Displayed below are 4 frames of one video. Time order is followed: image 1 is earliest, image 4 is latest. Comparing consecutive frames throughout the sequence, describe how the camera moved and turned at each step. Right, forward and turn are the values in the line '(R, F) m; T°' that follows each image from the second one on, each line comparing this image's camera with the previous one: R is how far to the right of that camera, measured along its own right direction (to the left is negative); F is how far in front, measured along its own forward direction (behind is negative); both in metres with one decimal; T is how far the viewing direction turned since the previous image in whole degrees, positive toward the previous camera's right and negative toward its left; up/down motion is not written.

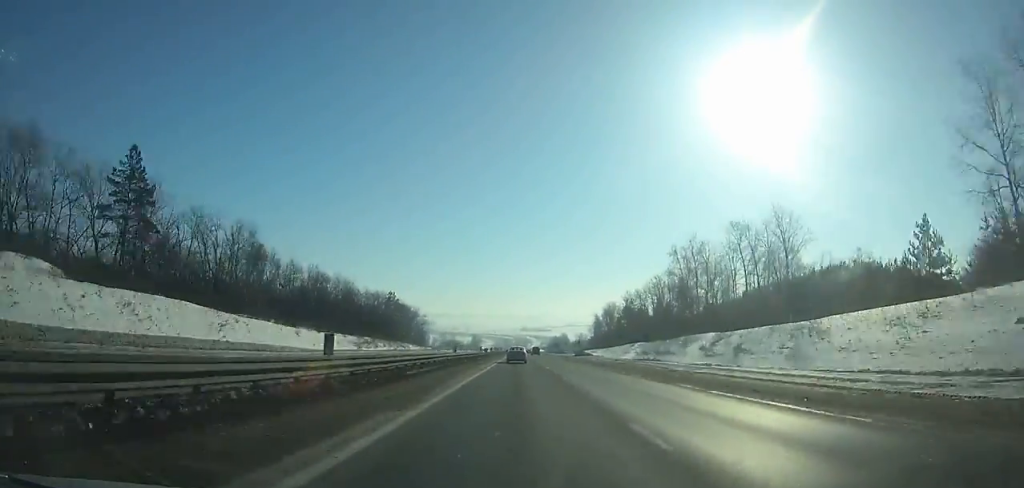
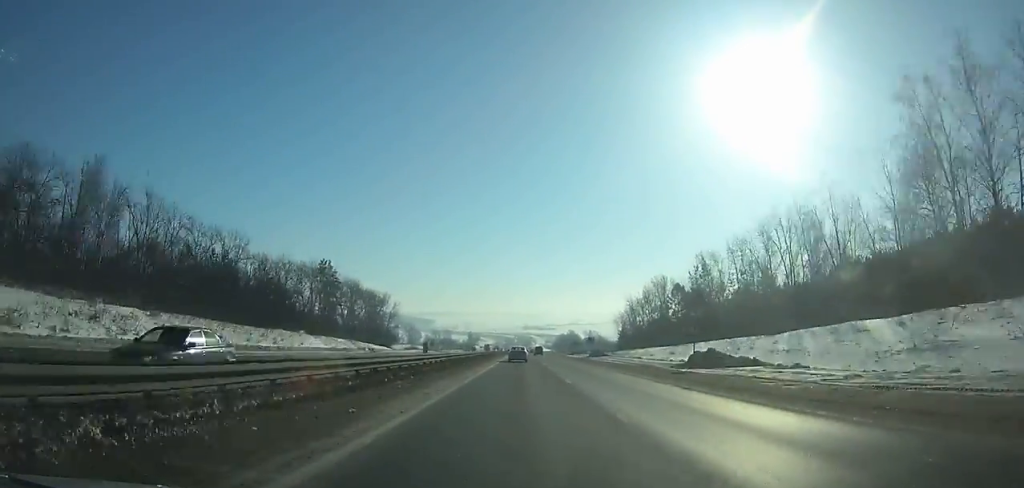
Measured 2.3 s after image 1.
(+0.1, +70.3) m; 0°
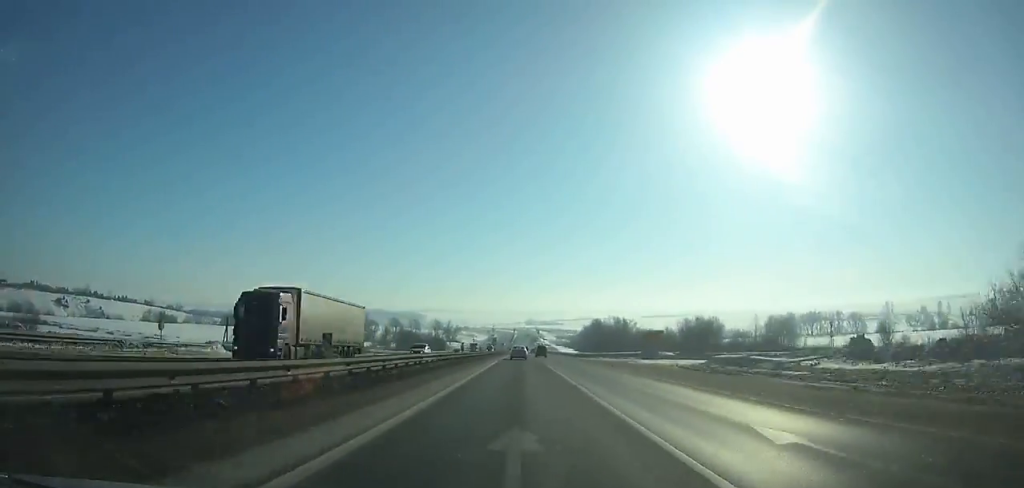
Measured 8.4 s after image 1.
(-0.6, +184.9) m; 0°
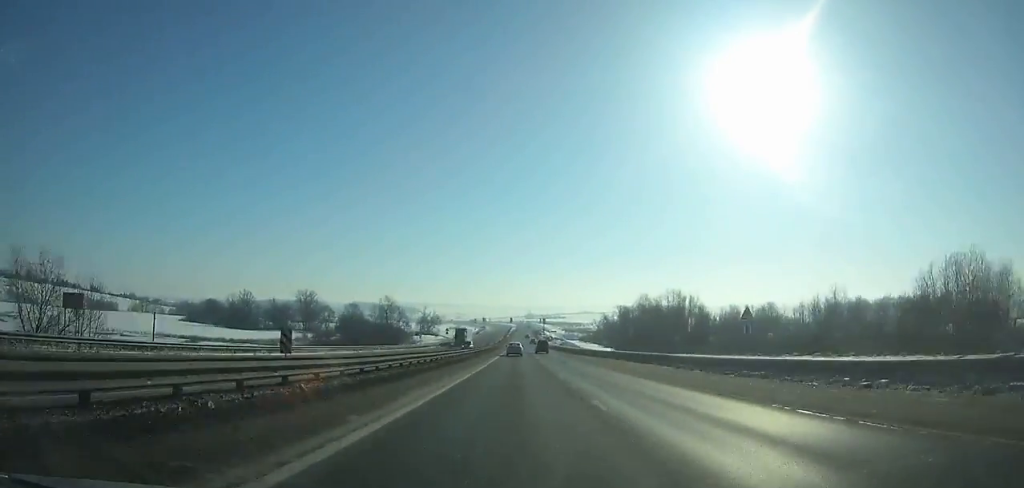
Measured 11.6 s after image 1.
(-0.2, +95.3) m; 0°
